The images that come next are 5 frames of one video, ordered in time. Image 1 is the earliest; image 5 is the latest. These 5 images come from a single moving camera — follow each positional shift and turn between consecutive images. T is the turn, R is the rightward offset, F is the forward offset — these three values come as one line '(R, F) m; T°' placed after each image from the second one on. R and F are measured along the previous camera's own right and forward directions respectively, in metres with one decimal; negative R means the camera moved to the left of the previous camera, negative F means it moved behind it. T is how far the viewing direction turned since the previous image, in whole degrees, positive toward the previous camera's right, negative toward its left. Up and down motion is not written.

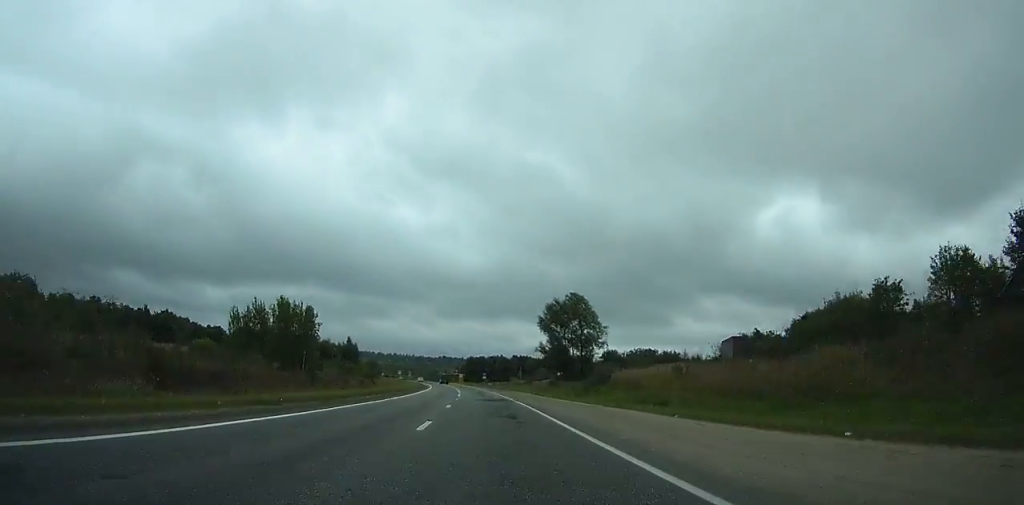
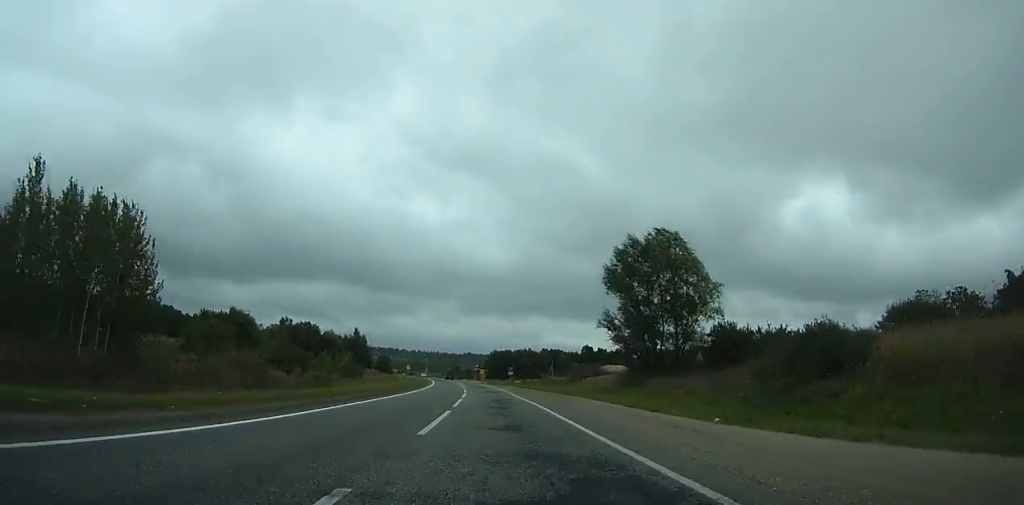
(-1.0, +34.1) m; -2°
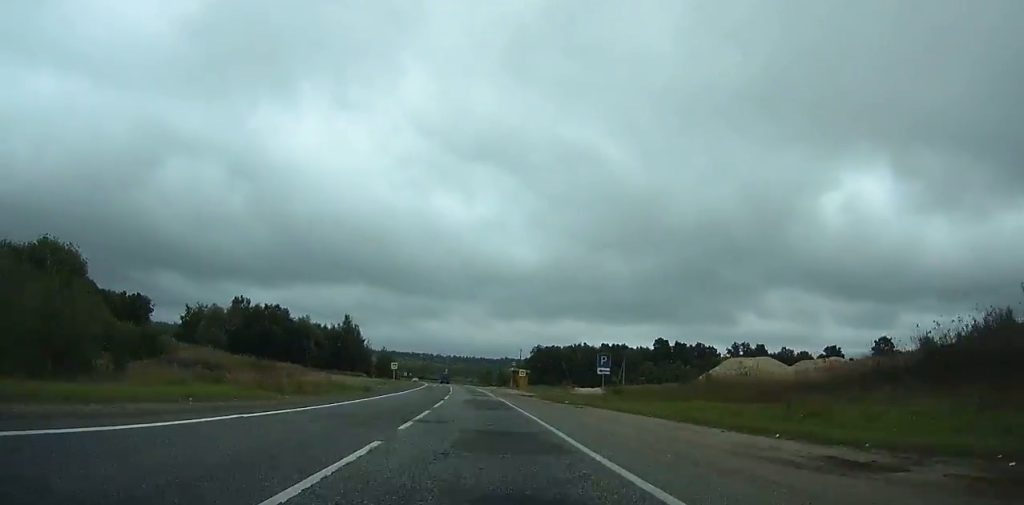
(-2.5, +67.8) m; -4°
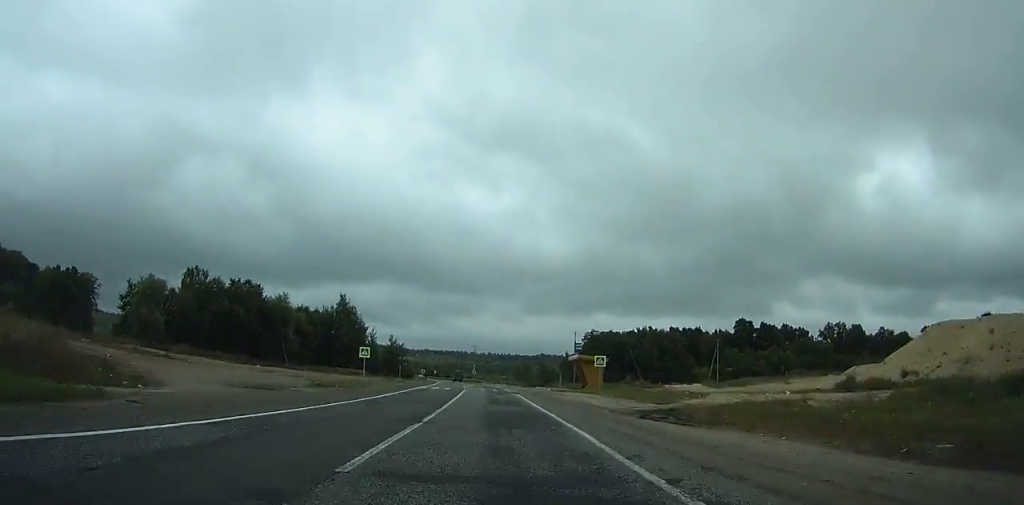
(-0.9, +43.2) m; -2°
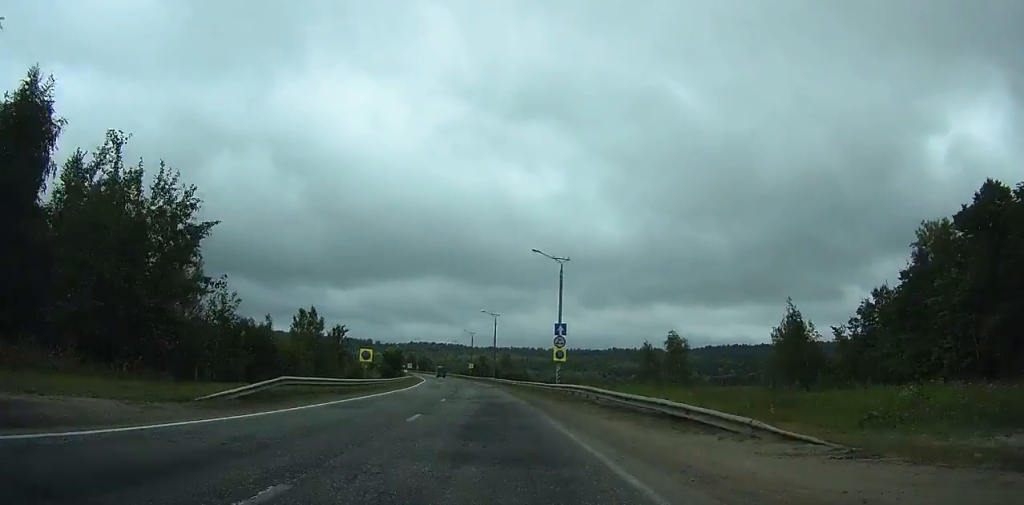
(-7.3, +124.7) m; -7°
